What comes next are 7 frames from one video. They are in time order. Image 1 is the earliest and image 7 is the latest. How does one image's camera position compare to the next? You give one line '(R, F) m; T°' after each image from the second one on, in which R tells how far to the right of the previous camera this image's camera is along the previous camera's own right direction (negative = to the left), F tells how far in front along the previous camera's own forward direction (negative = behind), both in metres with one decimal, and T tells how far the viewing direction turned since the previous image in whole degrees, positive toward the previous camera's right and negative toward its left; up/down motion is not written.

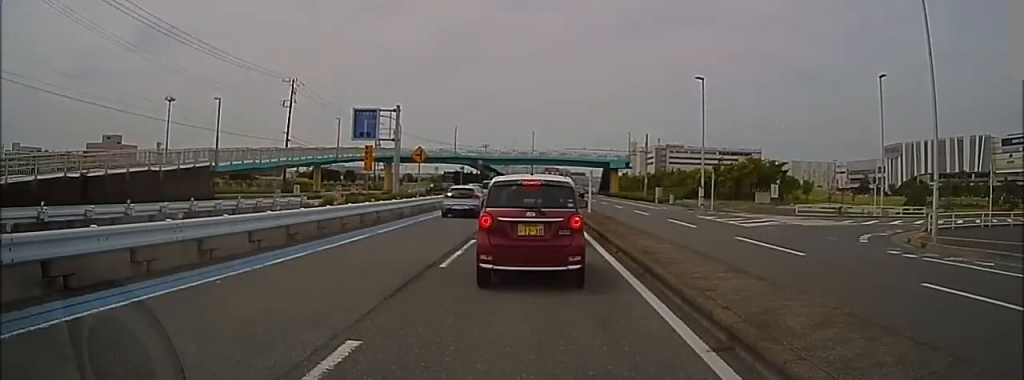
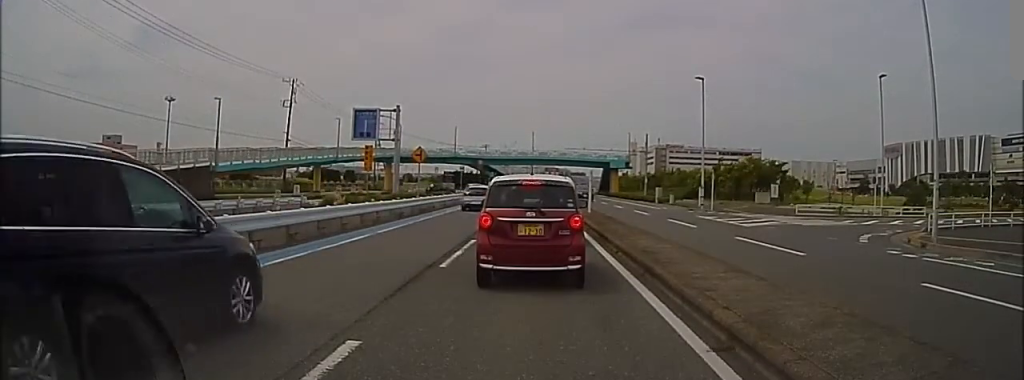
(0.0, 0.0) m; 0°
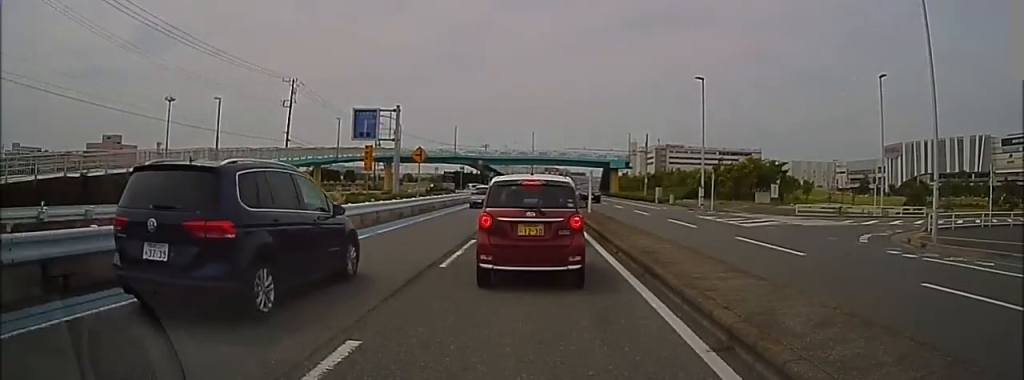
(0.0, 0.0) m; 0°
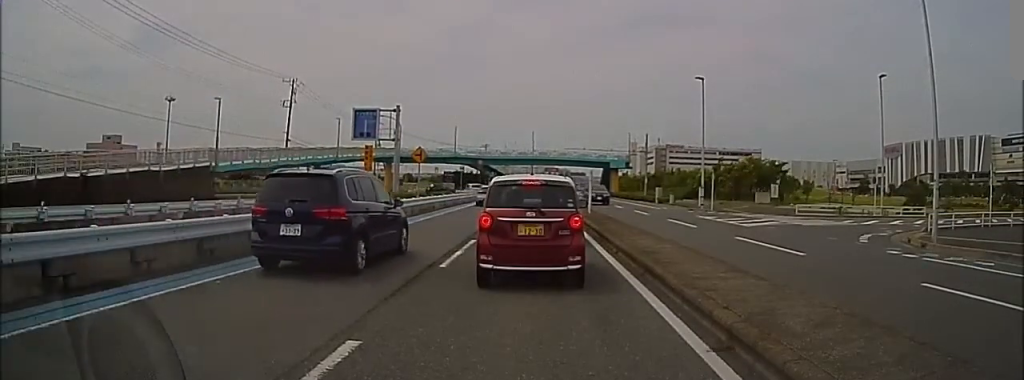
(0.0, 0.0) m; 0°
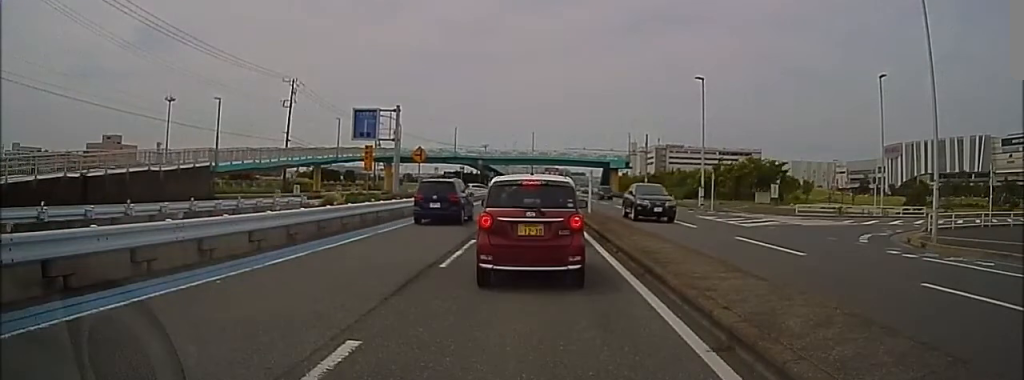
(0.0, 0.0) m; 0°
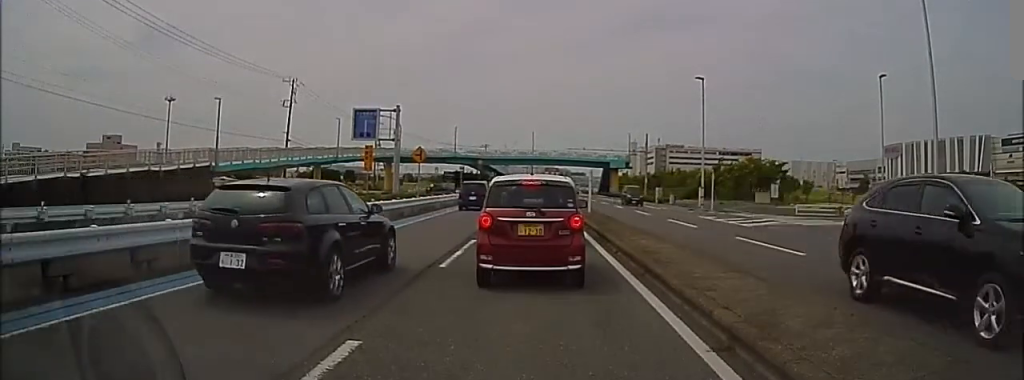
(0.0, 0.0) m; 0°
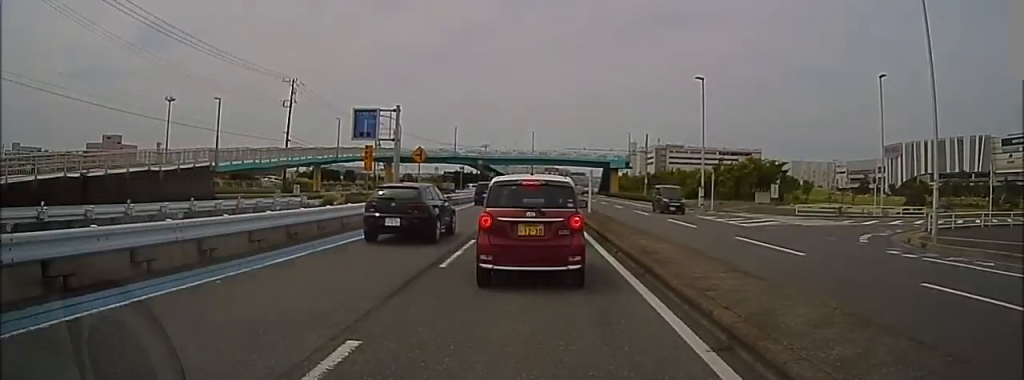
(0.0, 0.0) m; 0°
